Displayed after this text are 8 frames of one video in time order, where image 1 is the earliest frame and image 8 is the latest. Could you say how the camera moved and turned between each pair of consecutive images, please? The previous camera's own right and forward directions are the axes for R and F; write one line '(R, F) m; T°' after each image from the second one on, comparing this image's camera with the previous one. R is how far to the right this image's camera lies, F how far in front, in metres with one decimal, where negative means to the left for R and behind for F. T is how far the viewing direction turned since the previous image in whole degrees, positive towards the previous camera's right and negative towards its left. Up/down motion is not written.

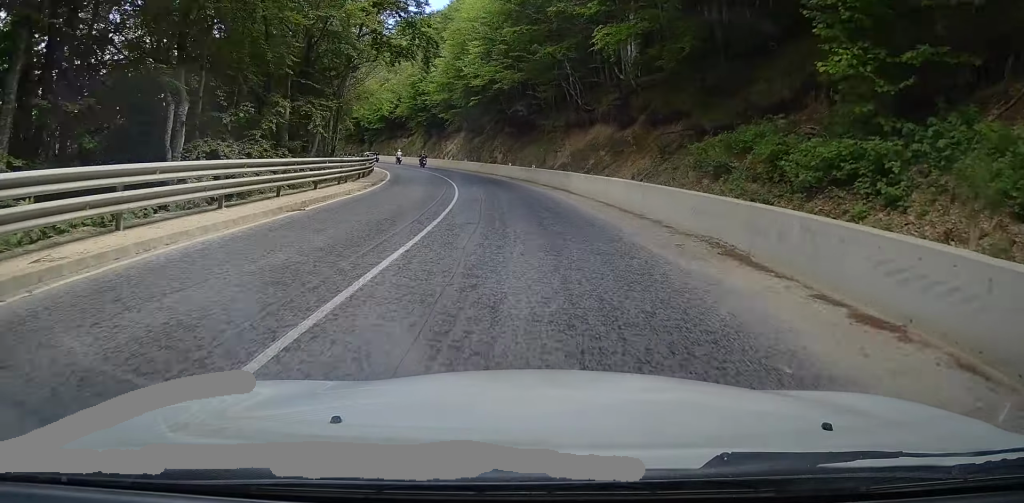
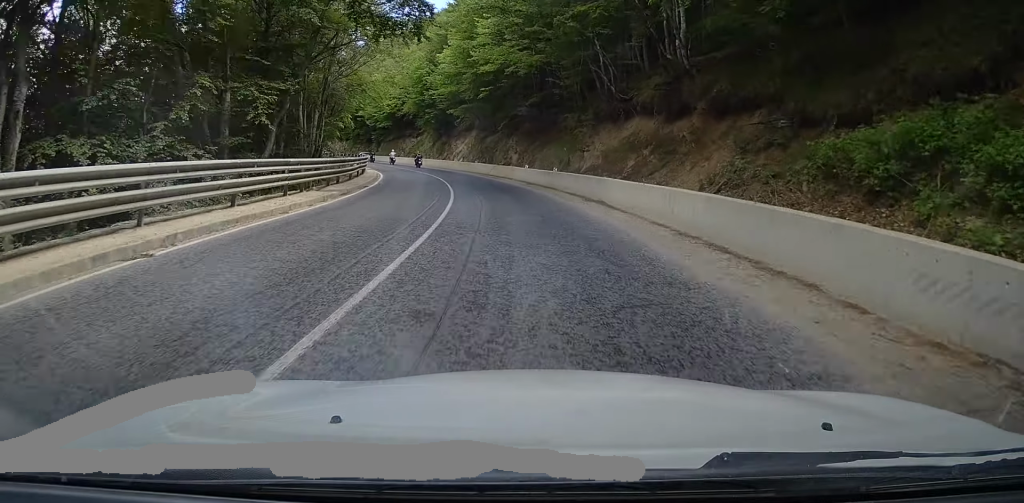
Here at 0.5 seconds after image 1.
(-0.2, +6.4) m; -2°
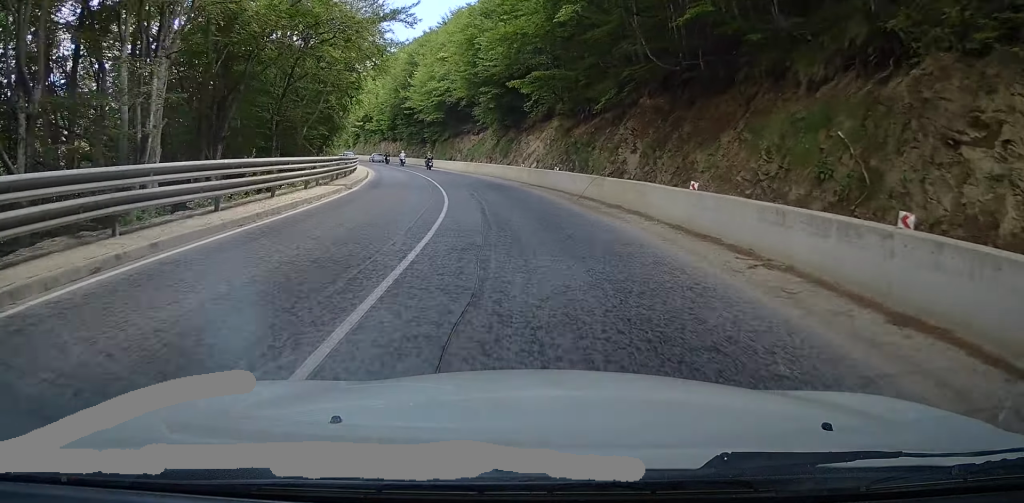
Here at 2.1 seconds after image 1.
(-1.4, +22.1) m; -7°
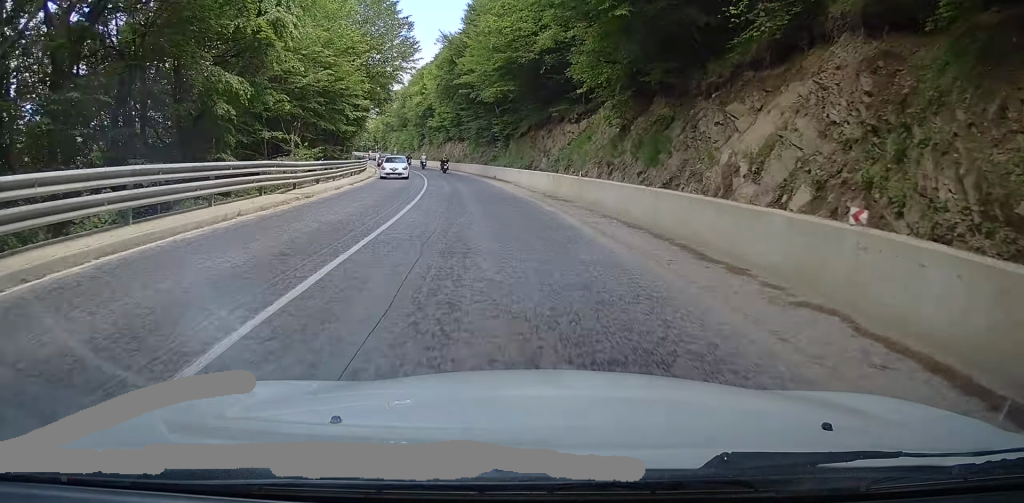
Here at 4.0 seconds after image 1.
(-2.3, +28.1) m; -11°
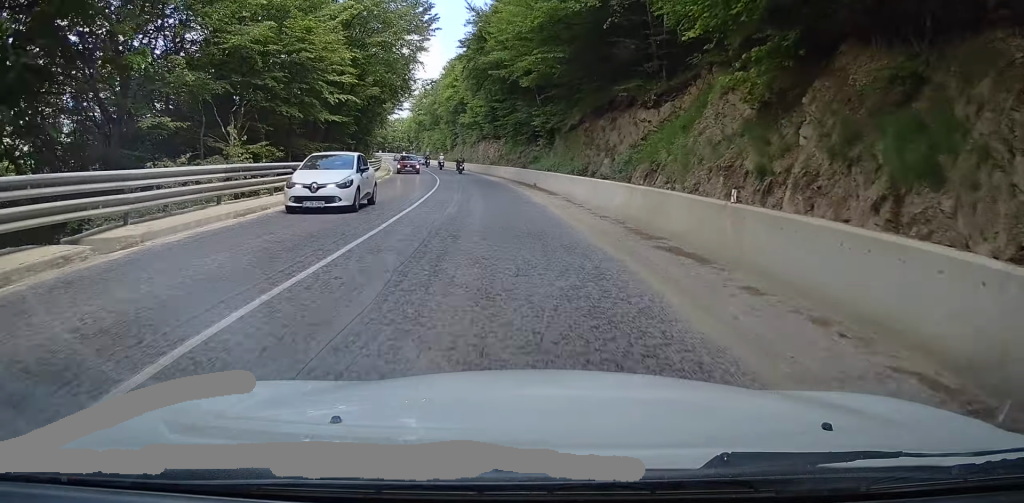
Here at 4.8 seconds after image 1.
(-0.7, +11.7) m; -4°
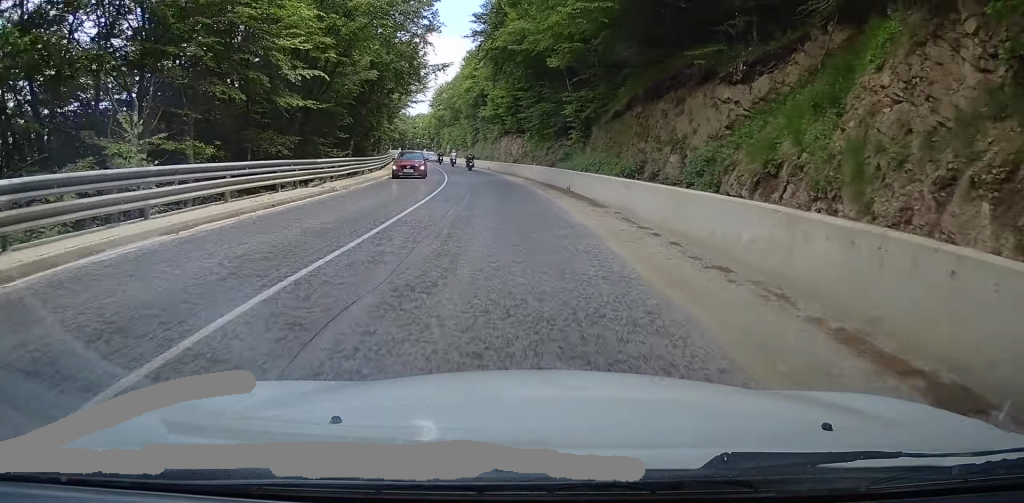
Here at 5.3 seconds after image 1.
(-0.2, +7.7) m; -3°
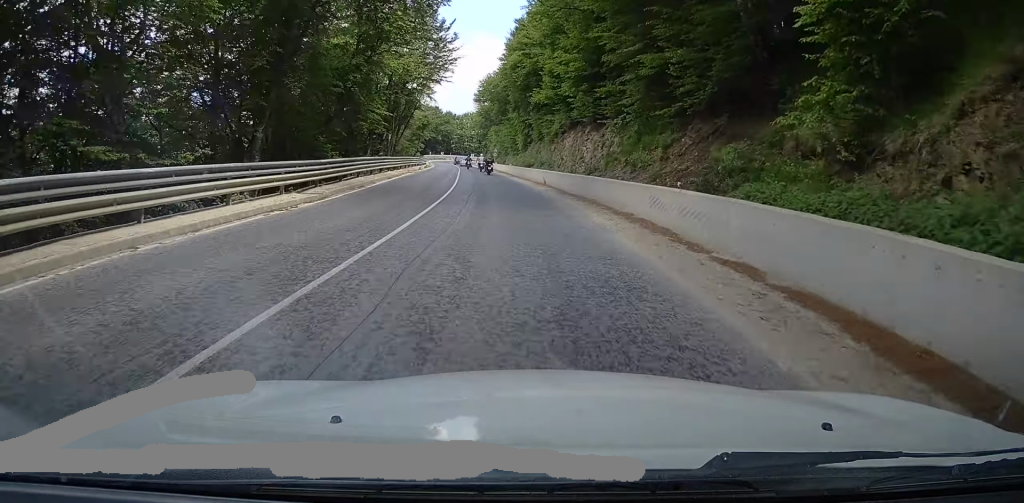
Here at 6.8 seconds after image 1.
(-1.6, +23.8) m; -7°
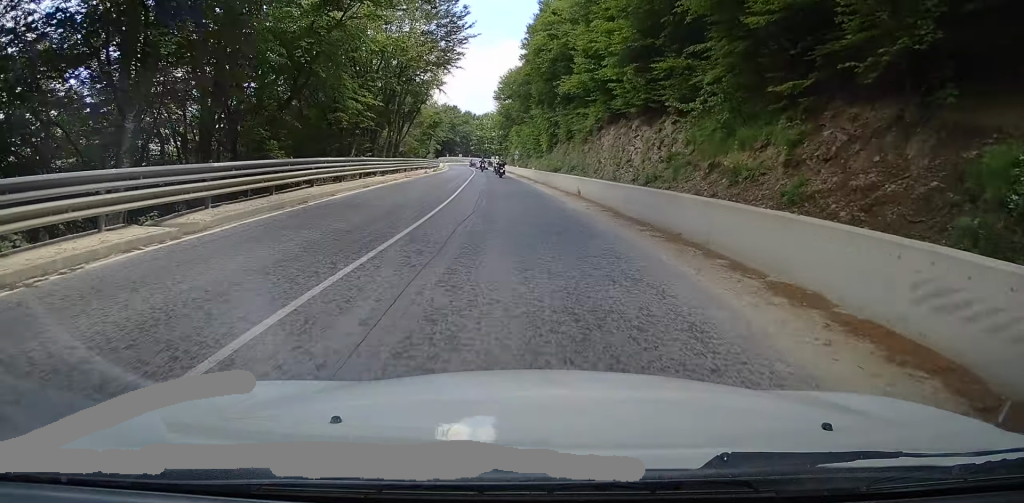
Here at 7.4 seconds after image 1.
(-0.2, +9.1) m; -1°
